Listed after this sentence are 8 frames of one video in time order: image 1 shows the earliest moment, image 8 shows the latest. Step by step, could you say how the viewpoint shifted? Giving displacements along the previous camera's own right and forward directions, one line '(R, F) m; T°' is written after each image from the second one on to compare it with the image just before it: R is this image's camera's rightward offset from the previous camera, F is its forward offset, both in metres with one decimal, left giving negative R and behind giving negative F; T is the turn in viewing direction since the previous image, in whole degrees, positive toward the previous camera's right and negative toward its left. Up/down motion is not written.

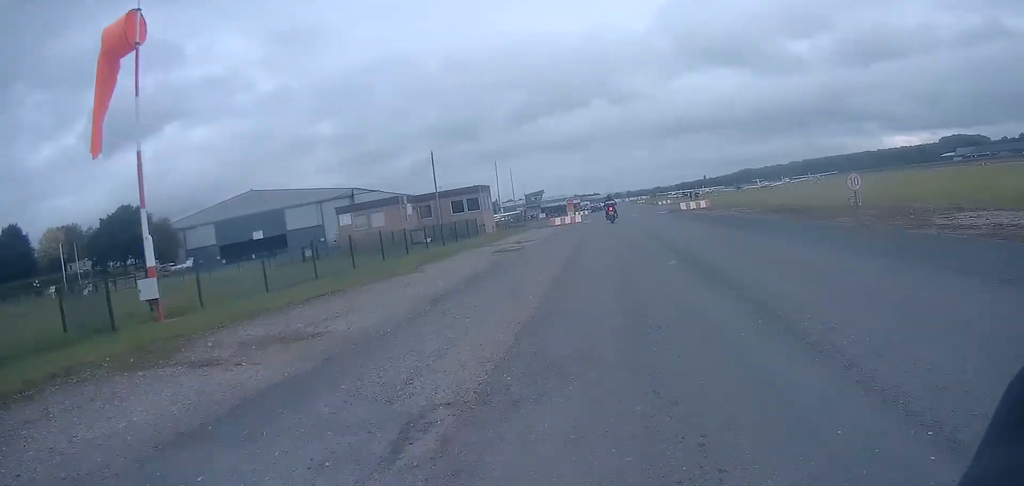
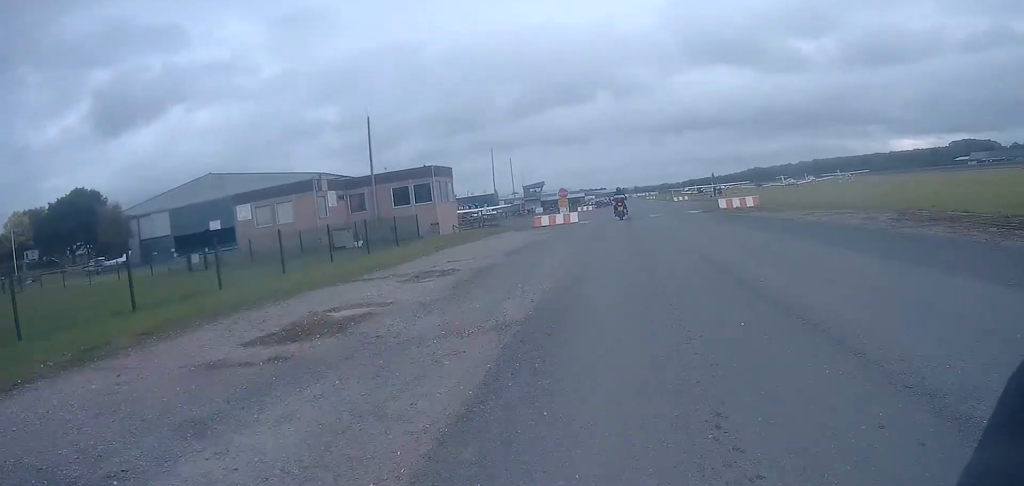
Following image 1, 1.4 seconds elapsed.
(0.0, +14.9) m; -1°
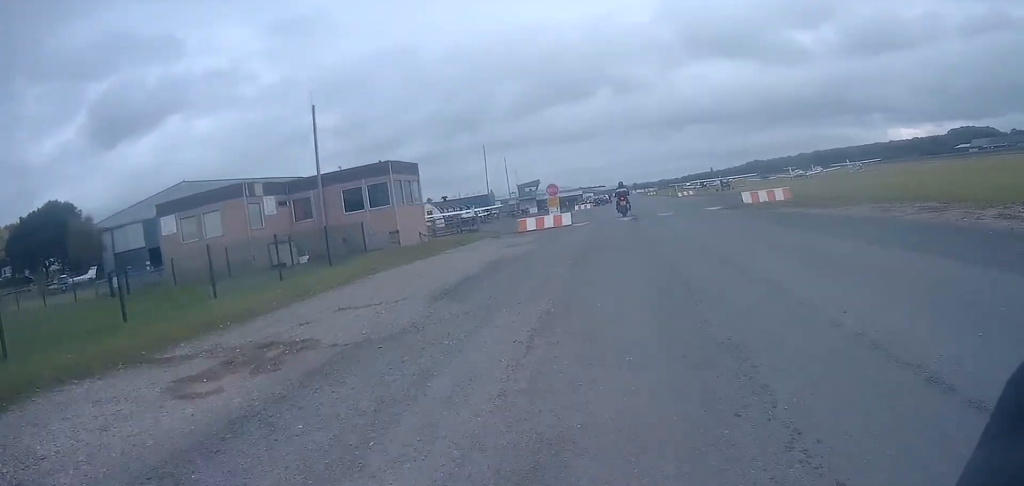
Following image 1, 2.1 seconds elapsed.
(-0.1, +6.5) m; 0°
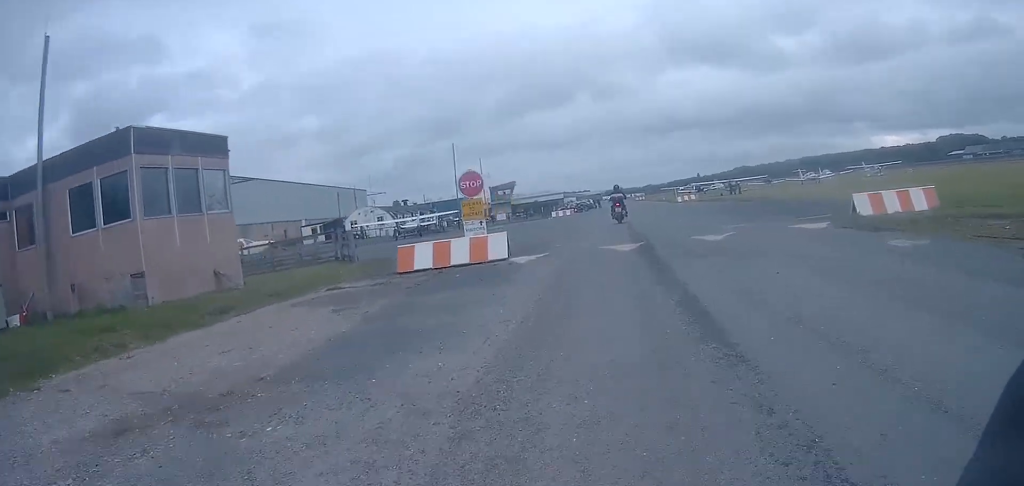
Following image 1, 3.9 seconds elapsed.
(+0.4, +15.8) m; +2°
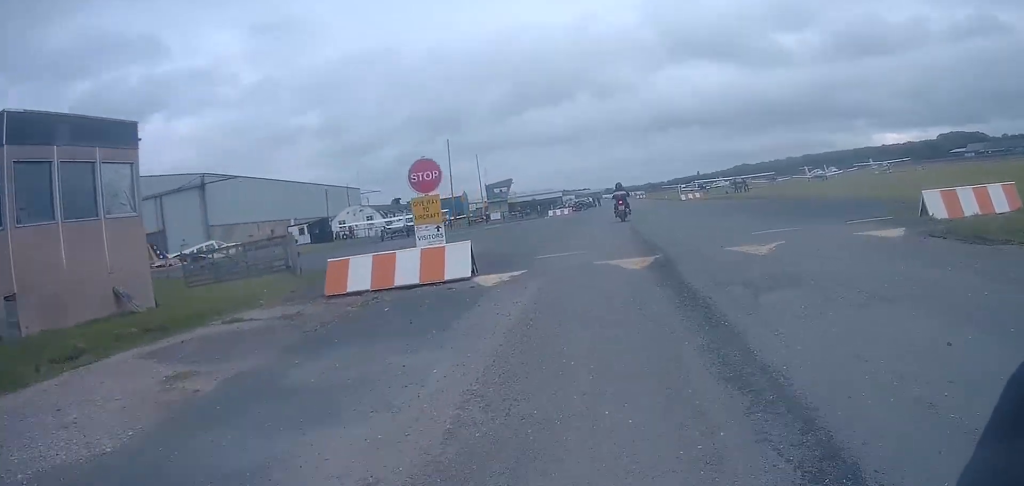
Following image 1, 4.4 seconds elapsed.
(+0.1, +3.7) m; 0°
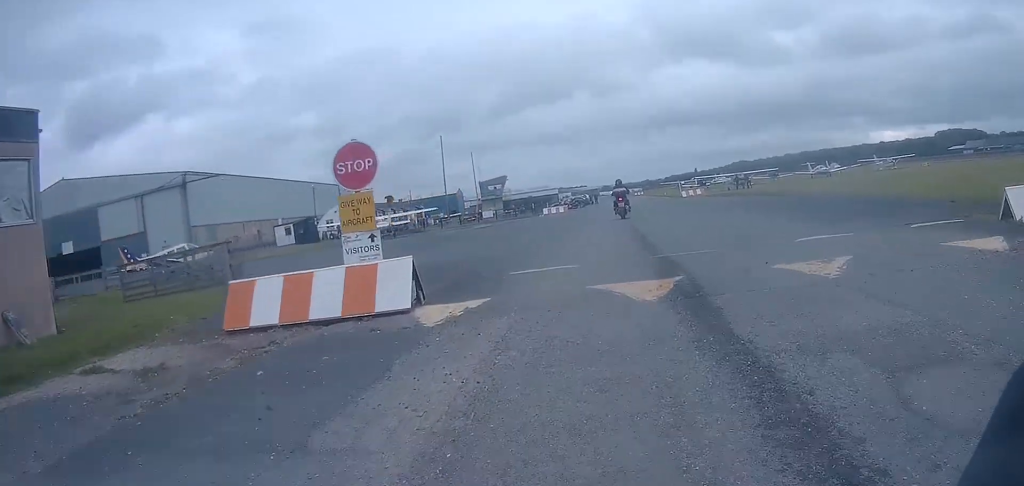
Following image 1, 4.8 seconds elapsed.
(-0.1, +2.6) m; -1°
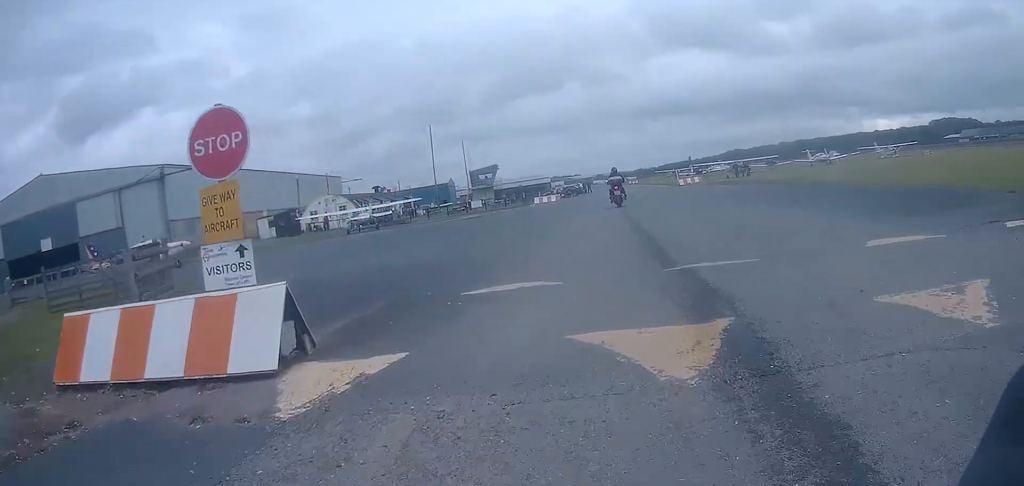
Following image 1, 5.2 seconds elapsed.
(0.0, +2.9) m; -2°
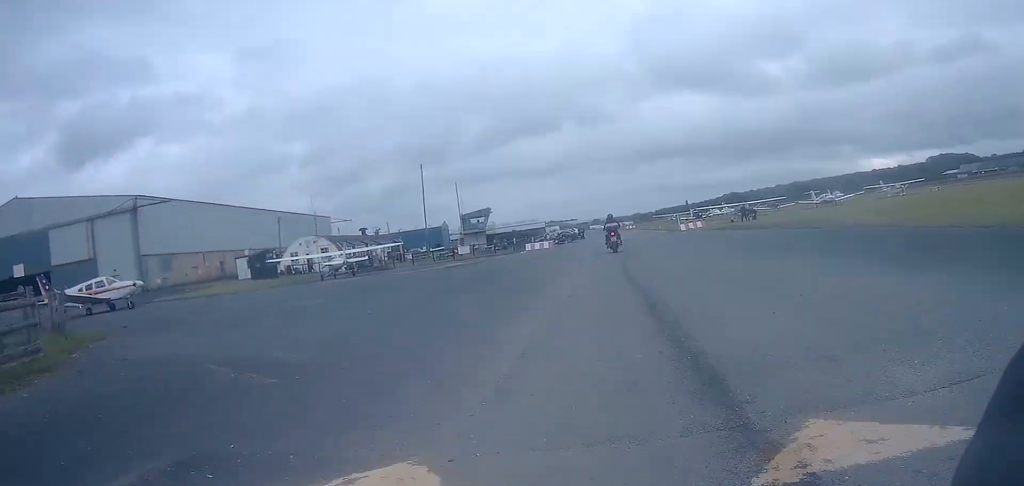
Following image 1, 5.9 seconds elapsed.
(-0.1, +4.1) m; 0°
